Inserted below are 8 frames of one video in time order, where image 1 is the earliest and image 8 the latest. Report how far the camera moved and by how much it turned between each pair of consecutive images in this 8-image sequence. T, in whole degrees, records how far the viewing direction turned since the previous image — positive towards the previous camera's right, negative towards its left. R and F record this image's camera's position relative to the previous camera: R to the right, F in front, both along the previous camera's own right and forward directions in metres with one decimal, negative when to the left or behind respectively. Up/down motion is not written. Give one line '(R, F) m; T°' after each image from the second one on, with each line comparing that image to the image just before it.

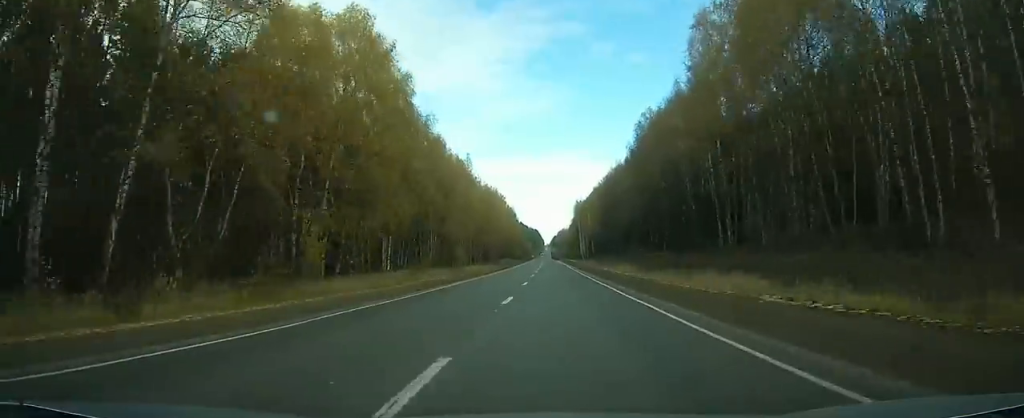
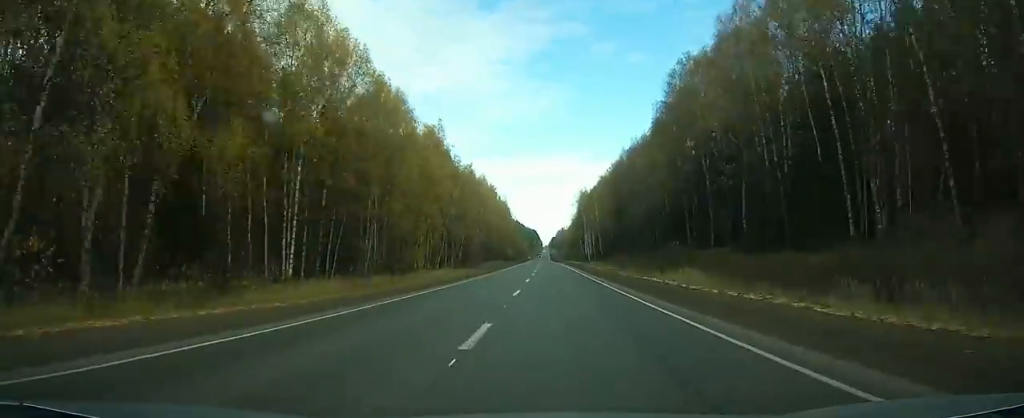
(+0.2, +31.8) m; 0°
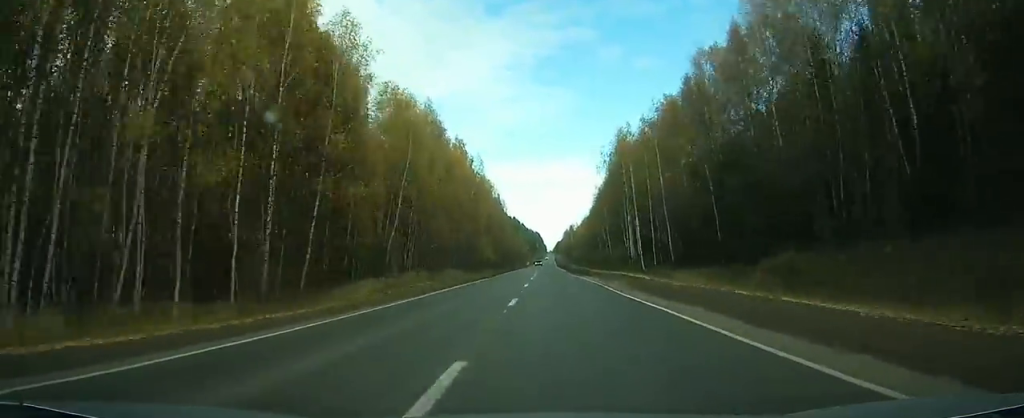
(+0.1, +75.5) m; 0°
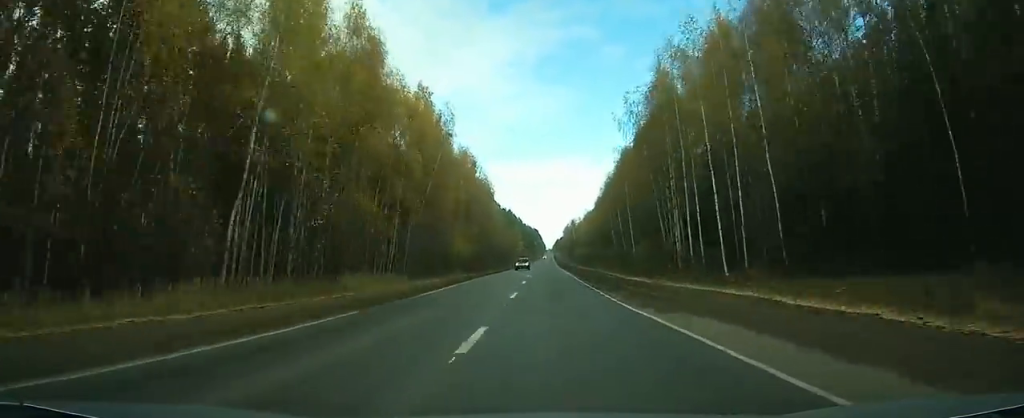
(0.0, +32.2) m; 0°
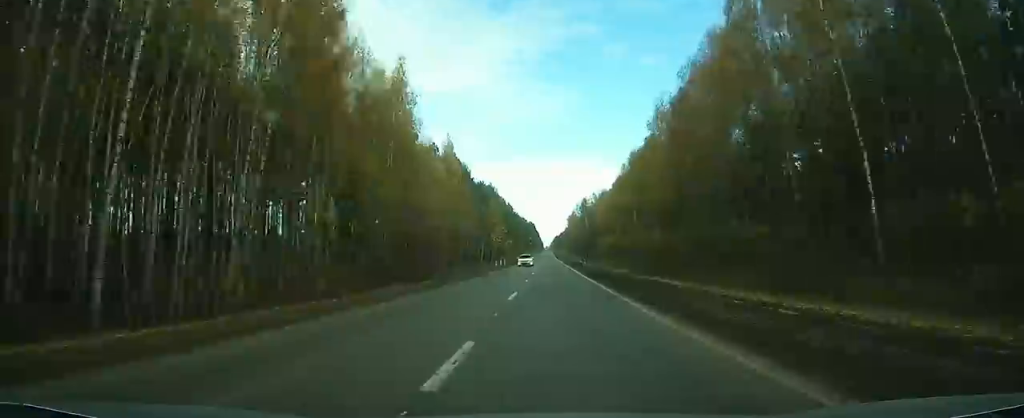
(-0.4, +86.8) m; -1°
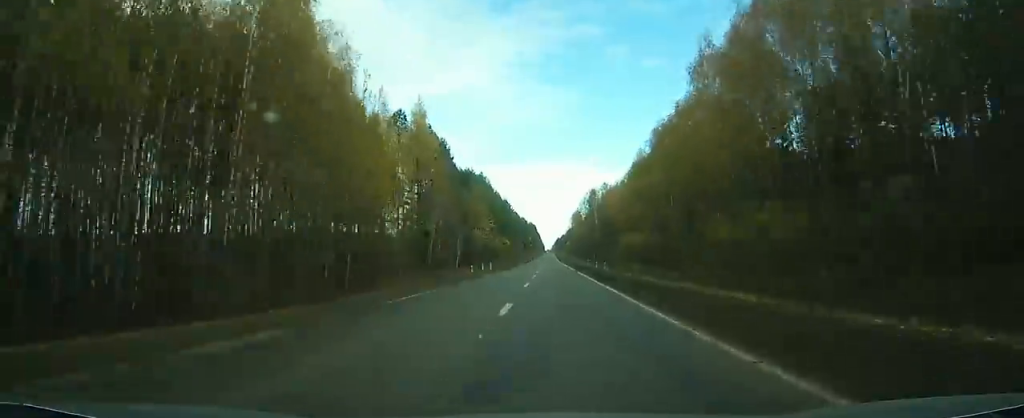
(0.0, +28.9) m; 0°
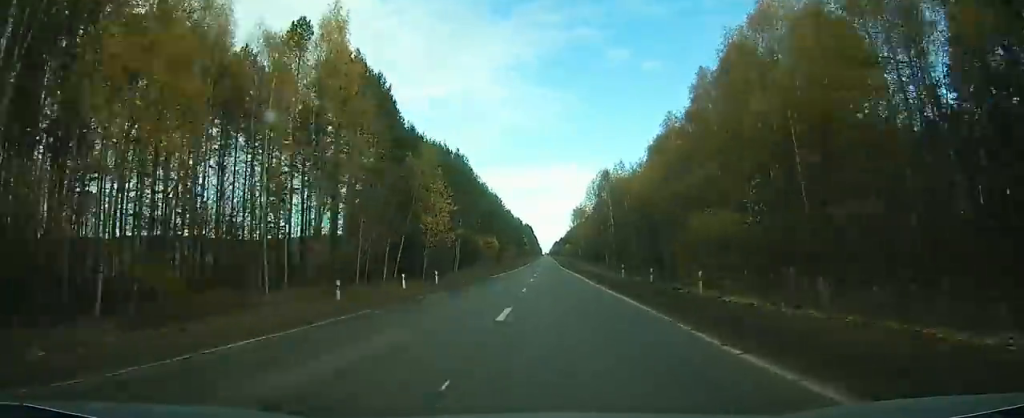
(-0.2, +37.1) m; 0°
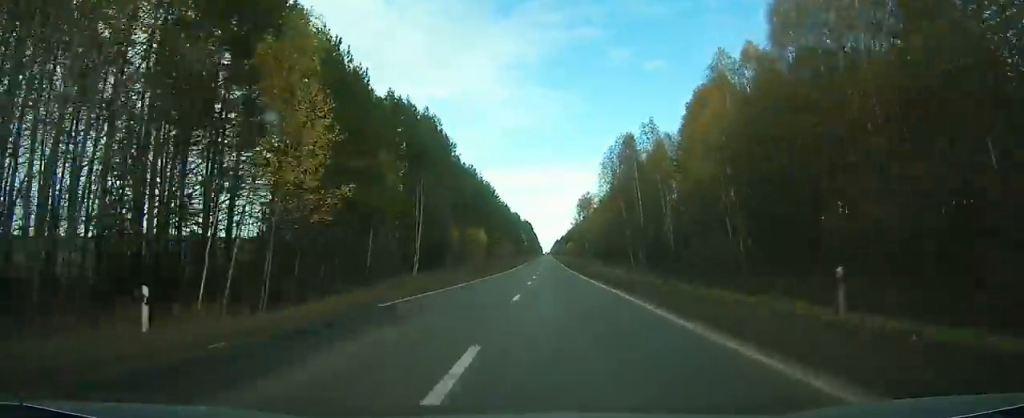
(+0.2, +30.9) m; 0°
